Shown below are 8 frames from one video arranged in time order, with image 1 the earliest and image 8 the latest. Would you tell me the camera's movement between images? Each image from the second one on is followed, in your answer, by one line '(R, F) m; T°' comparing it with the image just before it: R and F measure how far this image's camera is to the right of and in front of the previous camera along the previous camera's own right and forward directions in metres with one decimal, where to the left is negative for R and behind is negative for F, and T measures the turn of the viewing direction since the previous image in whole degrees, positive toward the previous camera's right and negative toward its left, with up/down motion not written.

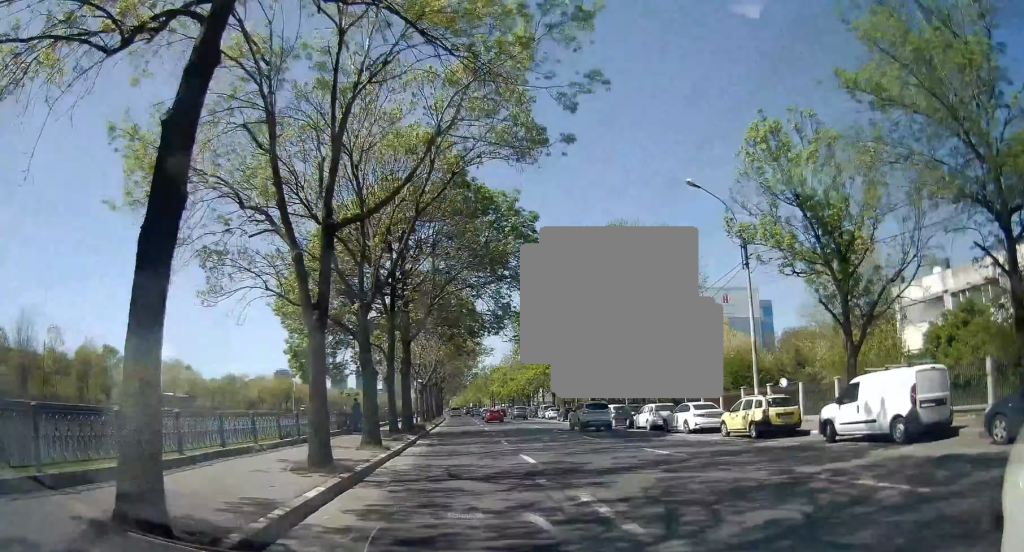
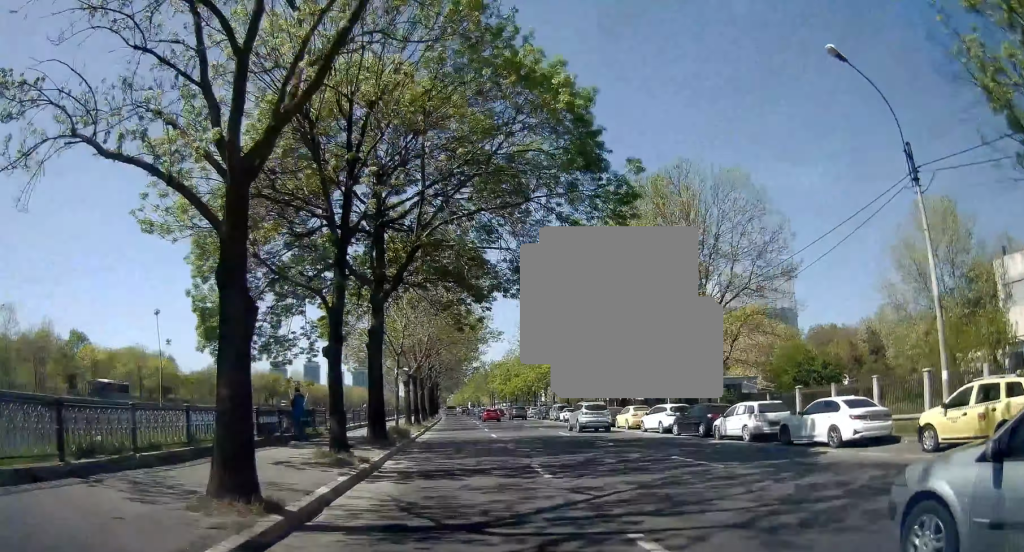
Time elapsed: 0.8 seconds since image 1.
(0.0, +12.1) m; 0°
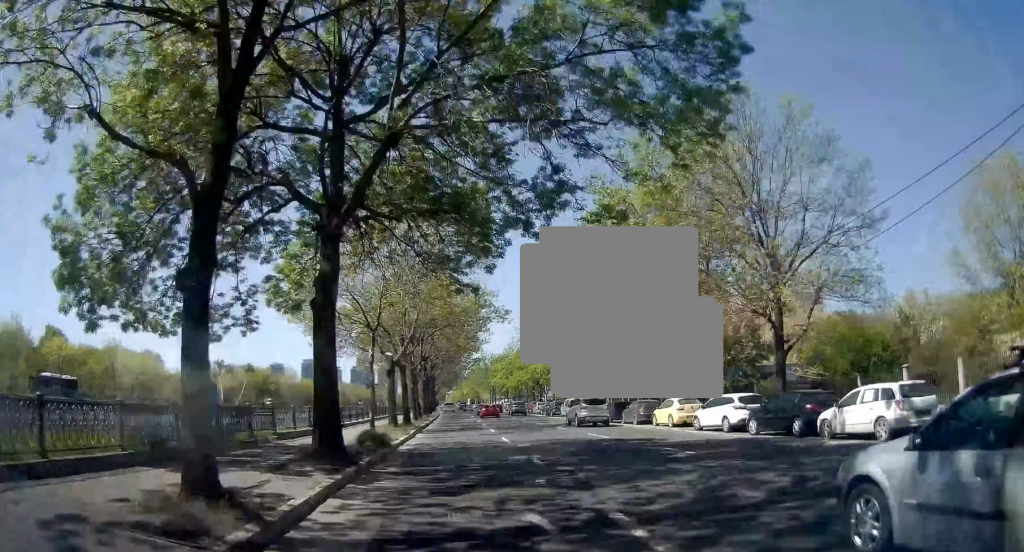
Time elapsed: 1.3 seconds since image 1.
(0.0, +7.5) m; 0°
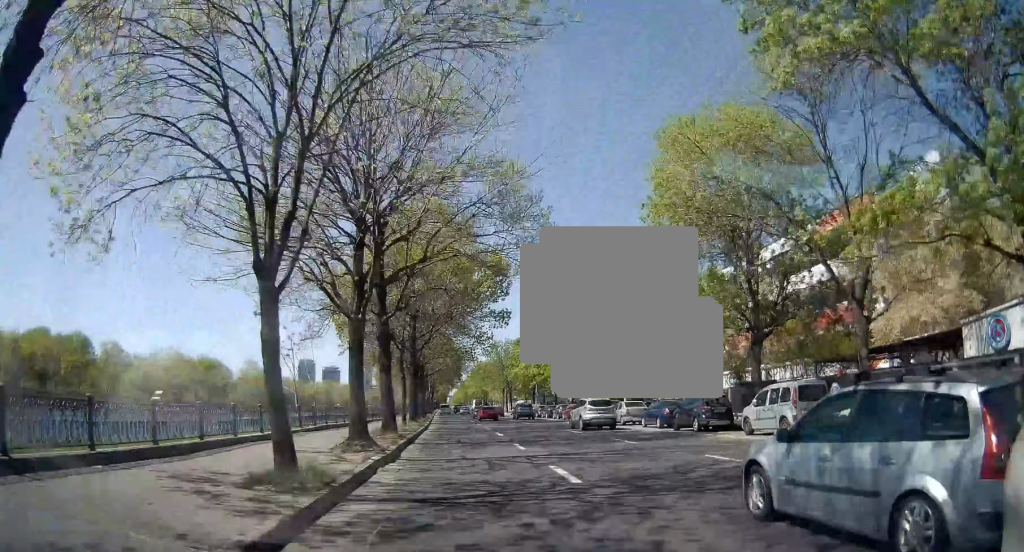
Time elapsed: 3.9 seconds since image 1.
(-0.1, +38.9) m; 0°
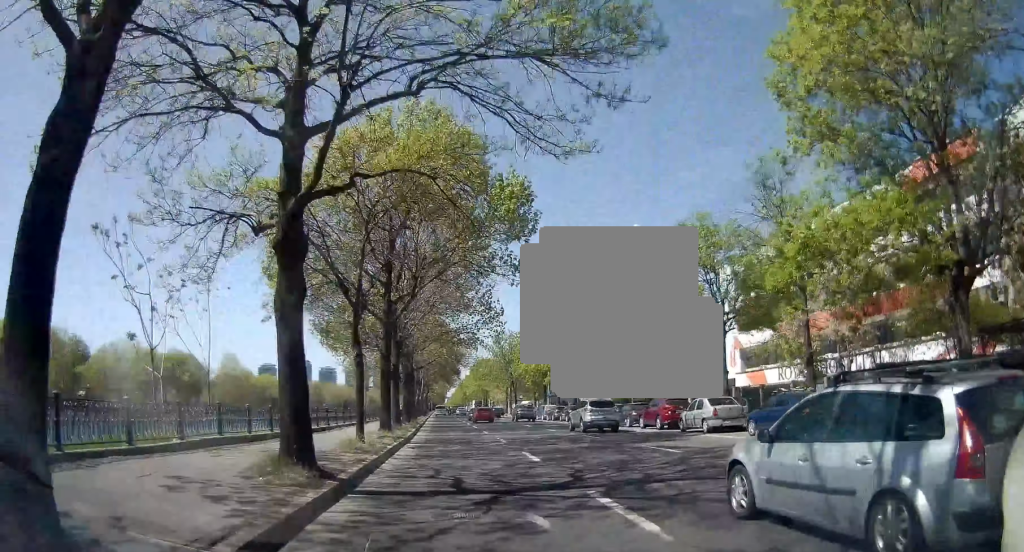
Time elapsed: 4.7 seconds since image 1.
(0.0, +13.2) m; 0°
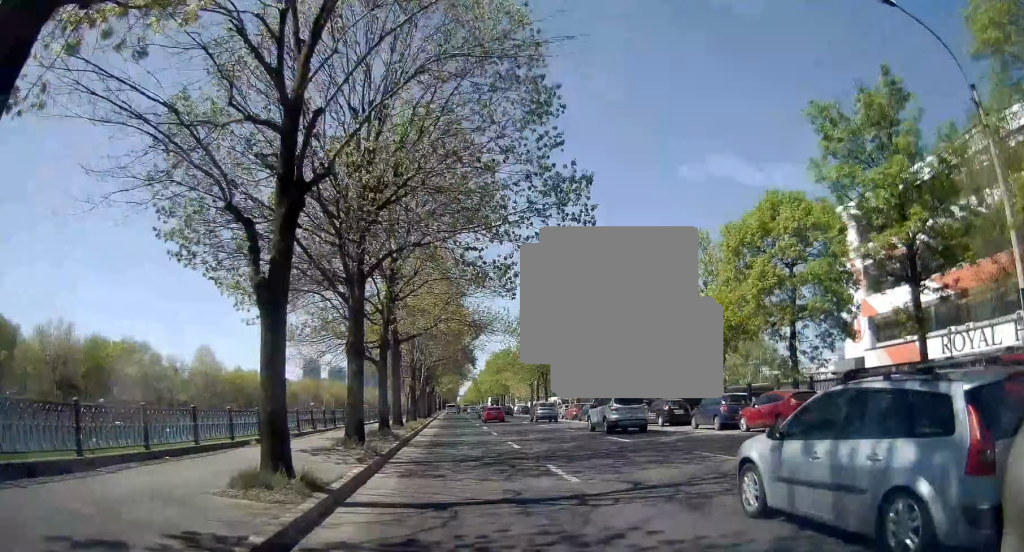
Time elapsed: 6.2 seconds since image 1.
(-0.1, +22.0) m; 0°
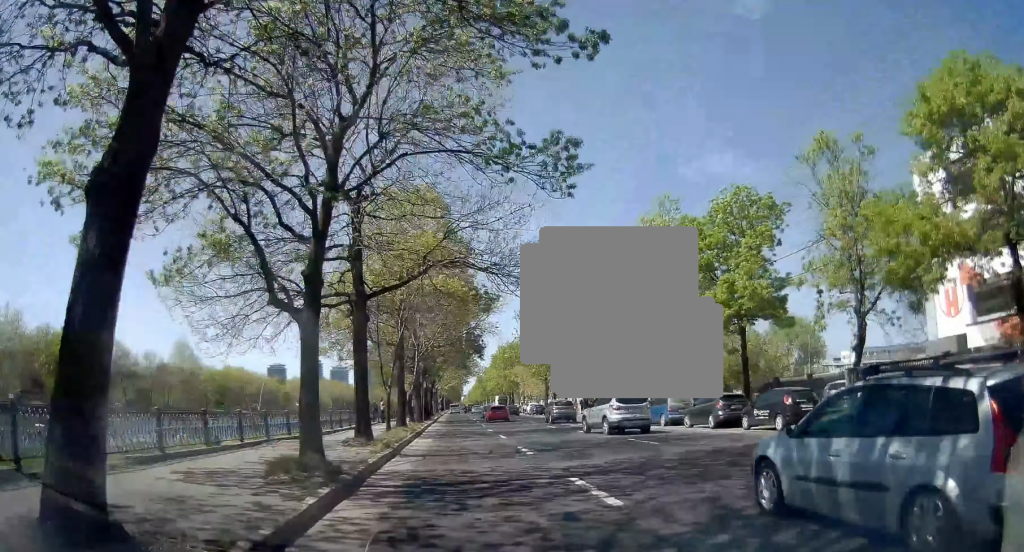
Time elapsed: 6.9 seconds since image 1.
(0.0, +11.8) m; 0°
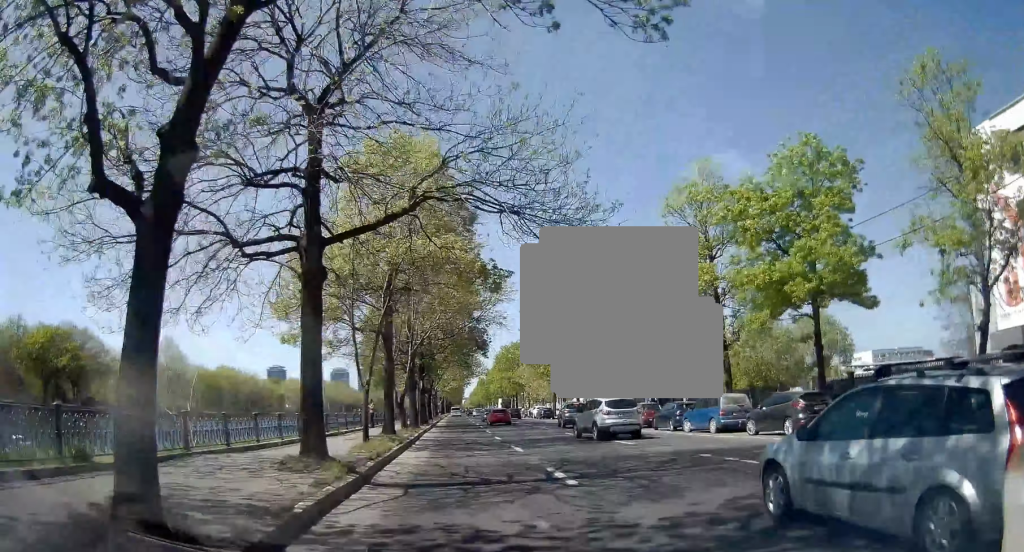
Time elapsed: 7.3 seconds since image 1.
(+0.1, +6.2) m; -1°
